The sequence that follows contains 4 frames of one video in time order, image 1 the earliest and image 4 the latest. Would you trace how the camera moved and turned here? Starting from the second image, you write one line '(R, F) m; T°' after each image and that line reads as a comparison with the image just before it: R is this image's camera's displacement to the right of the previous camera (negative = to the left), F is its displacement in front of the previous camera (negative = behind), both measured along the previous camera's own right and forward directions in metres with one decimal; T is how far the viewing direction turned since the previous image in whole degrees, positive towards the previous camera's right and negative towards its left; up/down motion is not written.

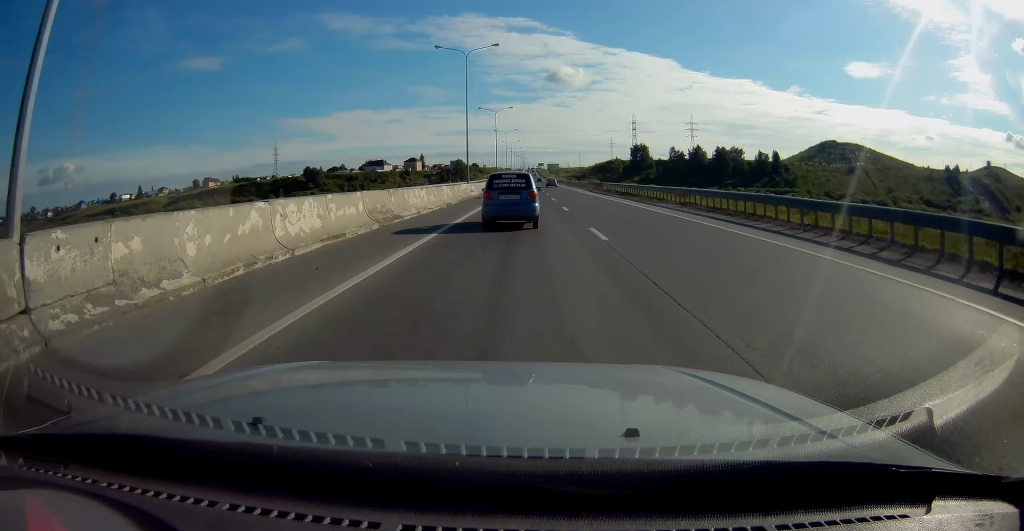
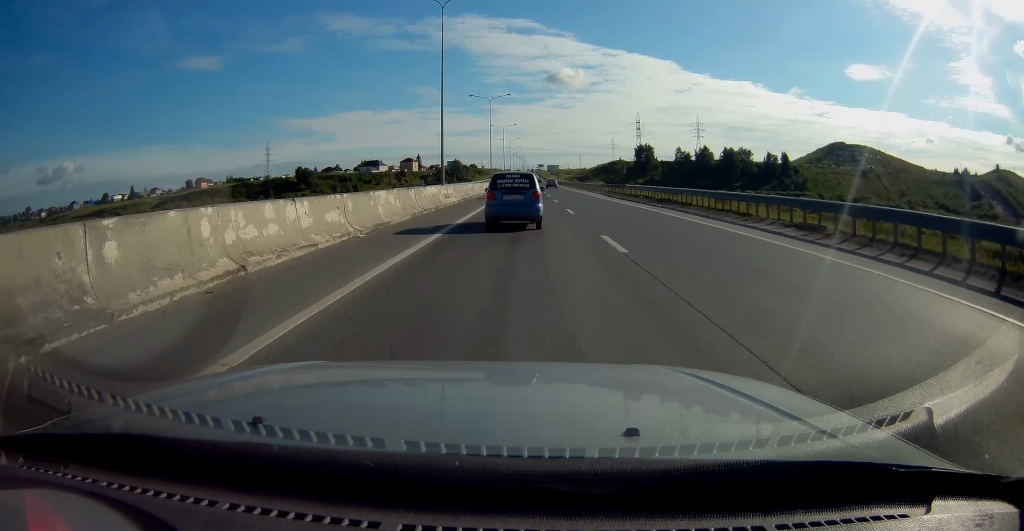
(0.0, +14.0) m; 0°
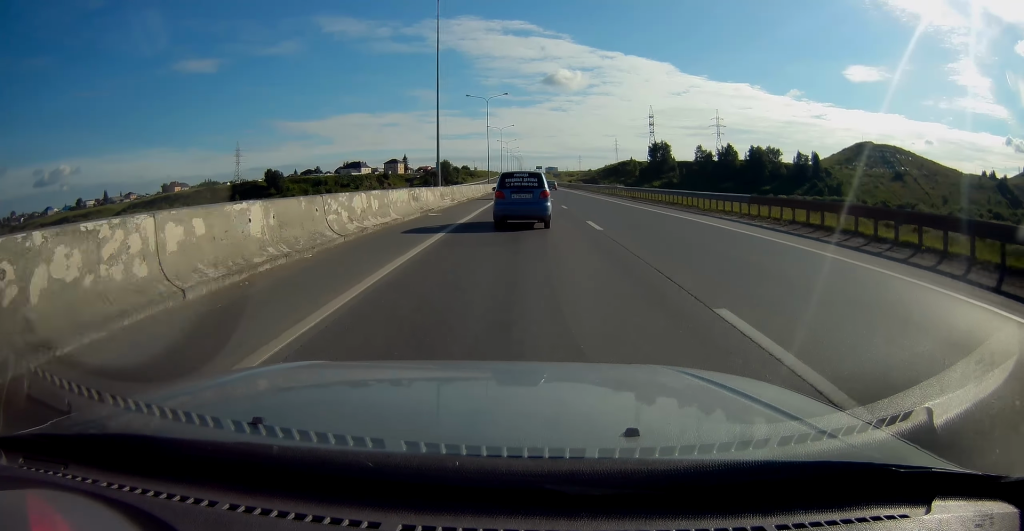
(0.0, +43.7) m; 0°
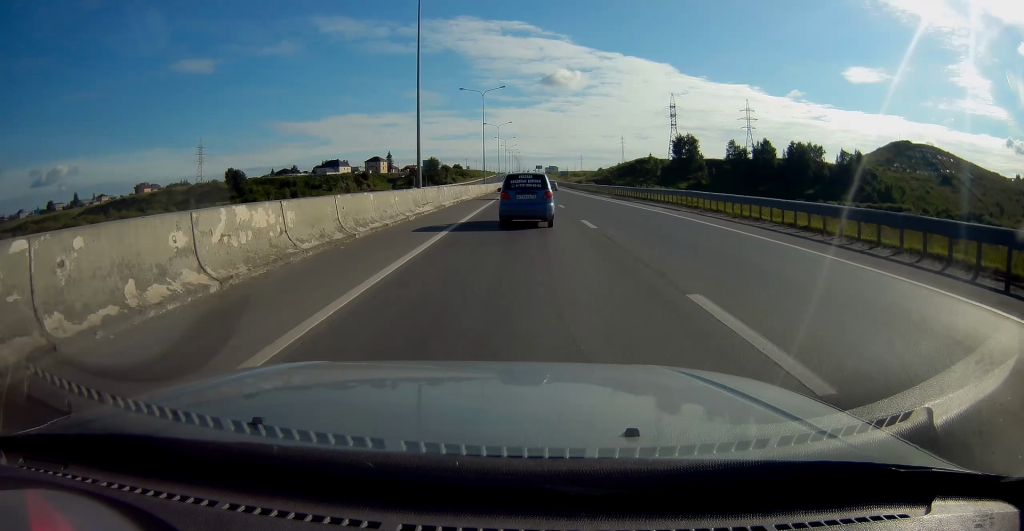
(+0.4, +47.1) m; +1°
